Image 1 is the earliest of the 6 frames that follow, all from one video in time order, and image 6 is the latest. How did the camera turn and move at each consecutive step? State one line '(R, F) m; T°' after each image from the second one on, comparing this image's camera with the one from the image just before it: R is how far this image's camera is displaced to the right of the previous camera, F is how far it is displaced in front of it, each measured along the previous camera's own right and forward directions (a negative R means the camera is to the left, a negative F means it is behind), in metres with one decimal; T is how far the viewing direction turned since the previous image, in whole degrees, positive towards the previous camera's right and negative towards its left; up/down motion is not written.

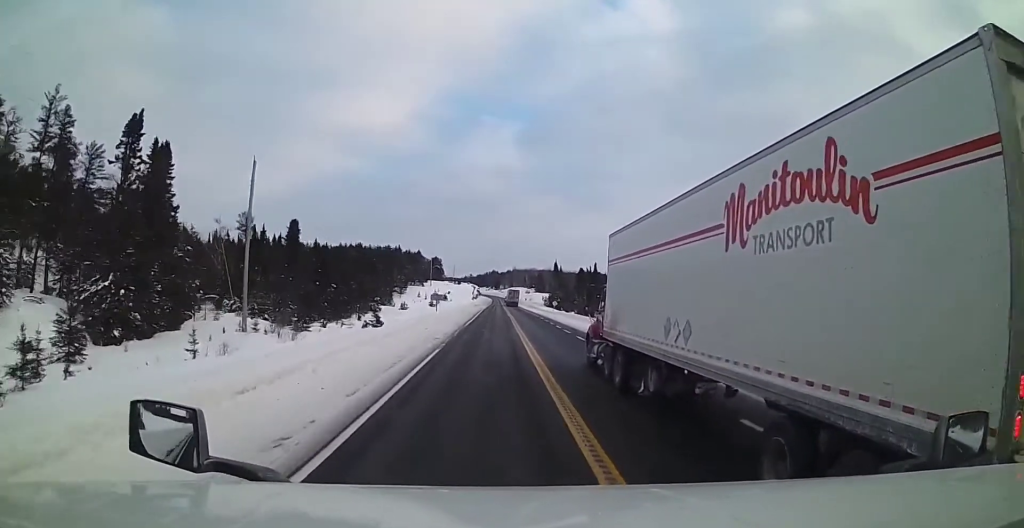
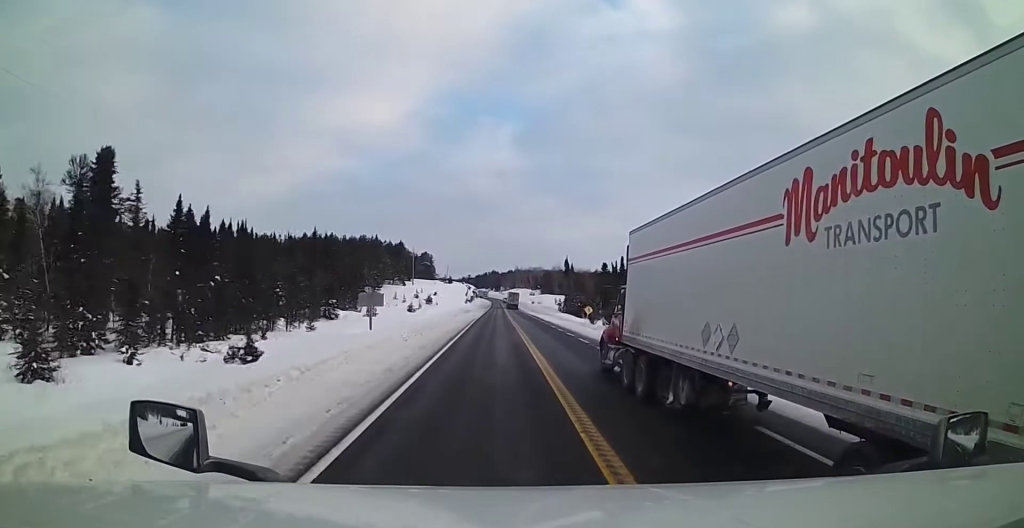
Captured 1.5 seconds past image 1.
(-0.2, +38.0) m; -1°
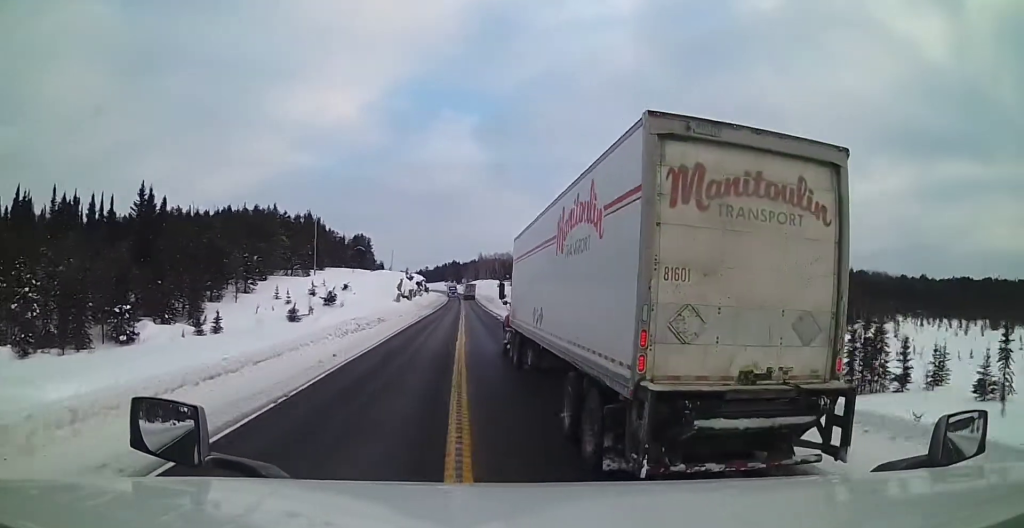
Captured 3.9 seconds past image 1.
(+0.8, +52.9) m; +2°
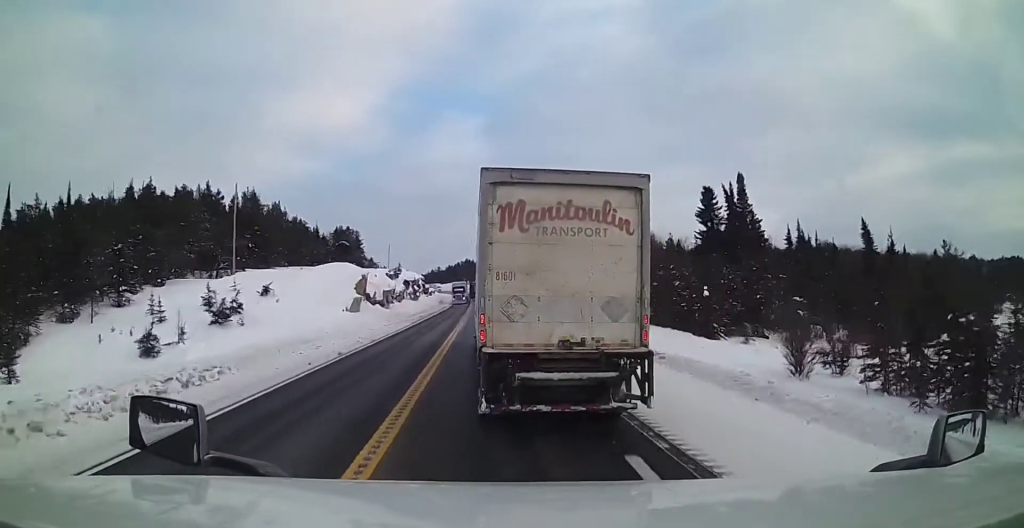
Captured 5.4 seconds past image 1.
(+0.5, +30.5) m; 0°
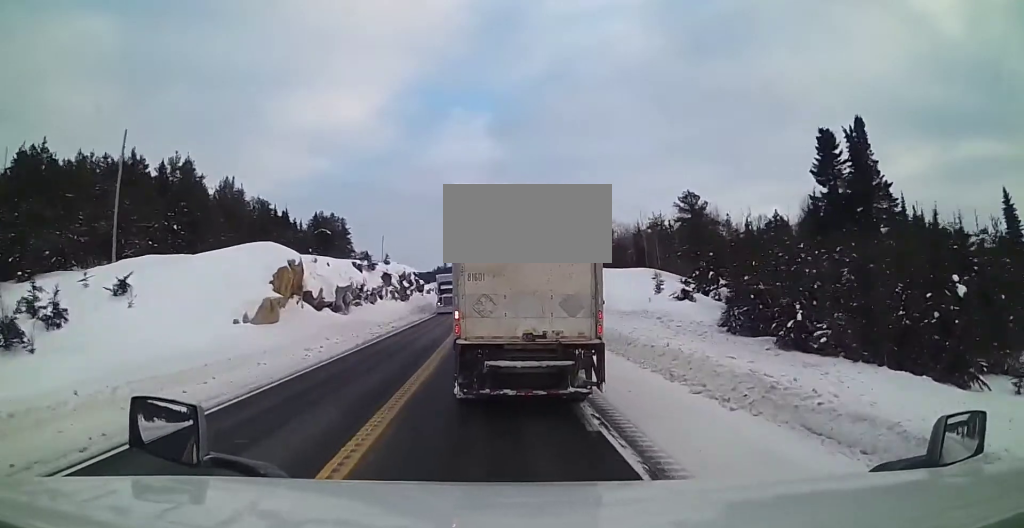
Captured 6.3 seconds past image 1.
(-0.3, +19.4) m; -1°
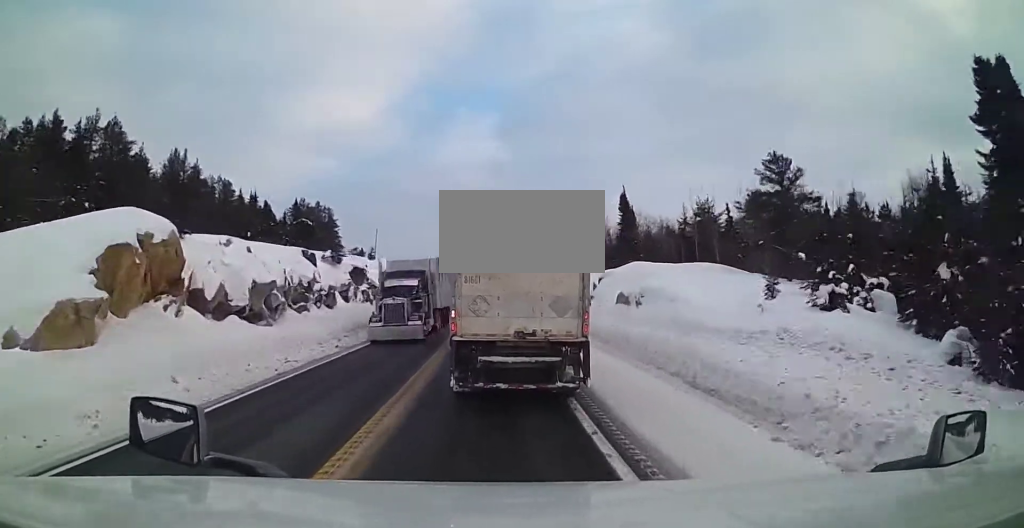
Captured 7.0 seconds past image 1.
(-0.1, +14.0) m; 0°
